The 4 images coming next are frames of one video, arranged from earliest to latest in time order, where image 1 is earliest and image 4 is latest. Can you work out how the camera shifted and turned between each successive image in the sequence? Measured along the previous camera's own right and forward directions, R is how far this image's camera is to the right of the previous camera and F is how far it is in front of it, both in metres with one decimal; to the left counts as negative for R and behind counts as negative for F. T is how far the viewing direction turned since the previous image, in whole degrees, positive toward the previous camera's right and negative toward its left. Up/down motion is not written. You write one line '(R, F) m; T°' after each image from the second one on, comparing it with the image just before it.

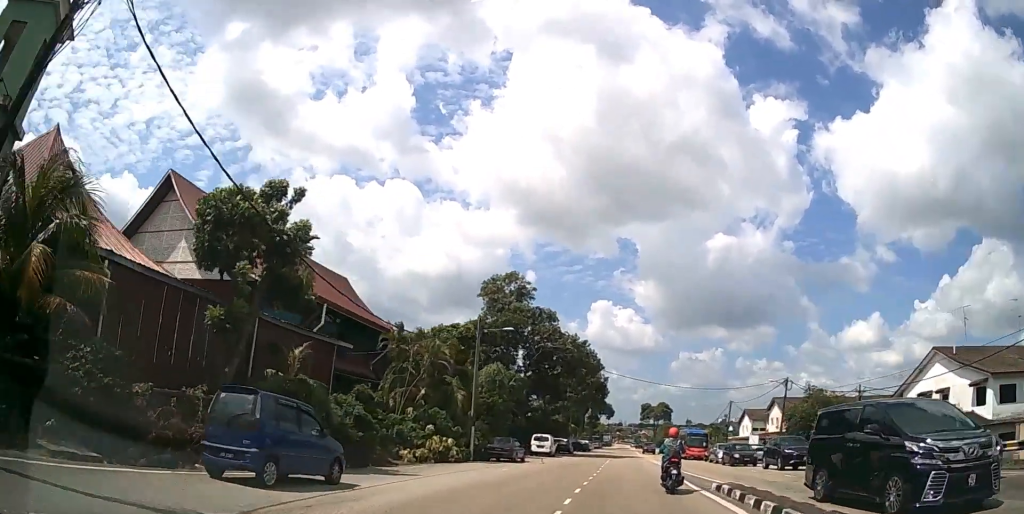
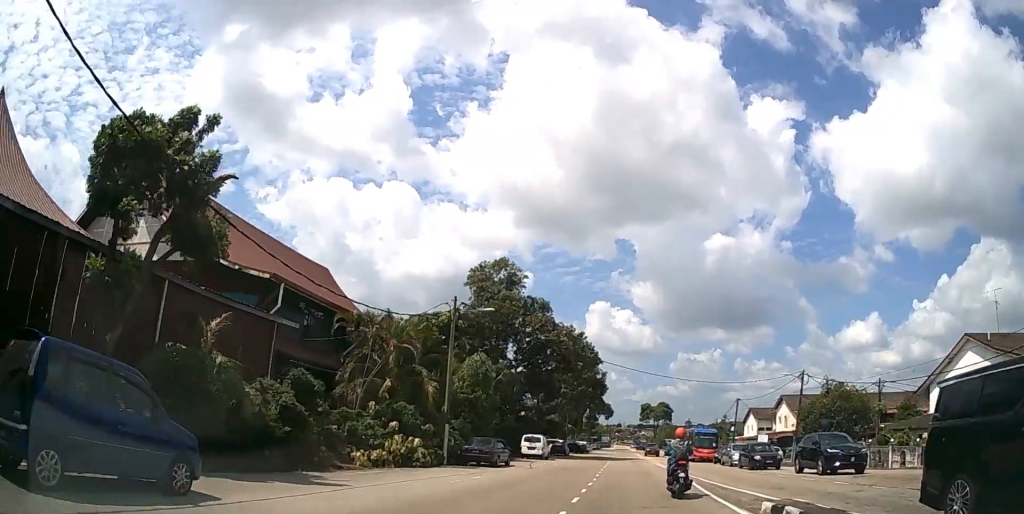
(0.0, +5.4) m; 0°
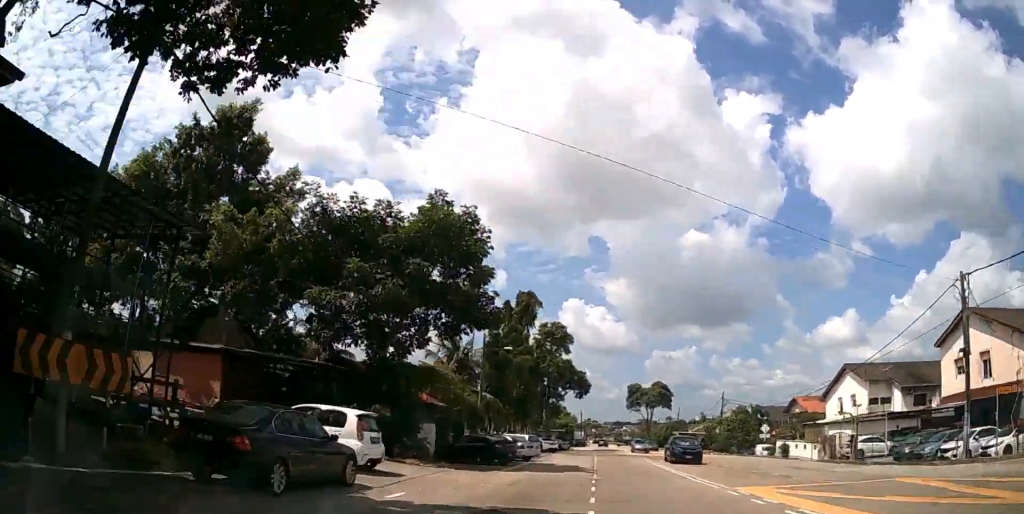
(+0.5, +52.3) m; +2°
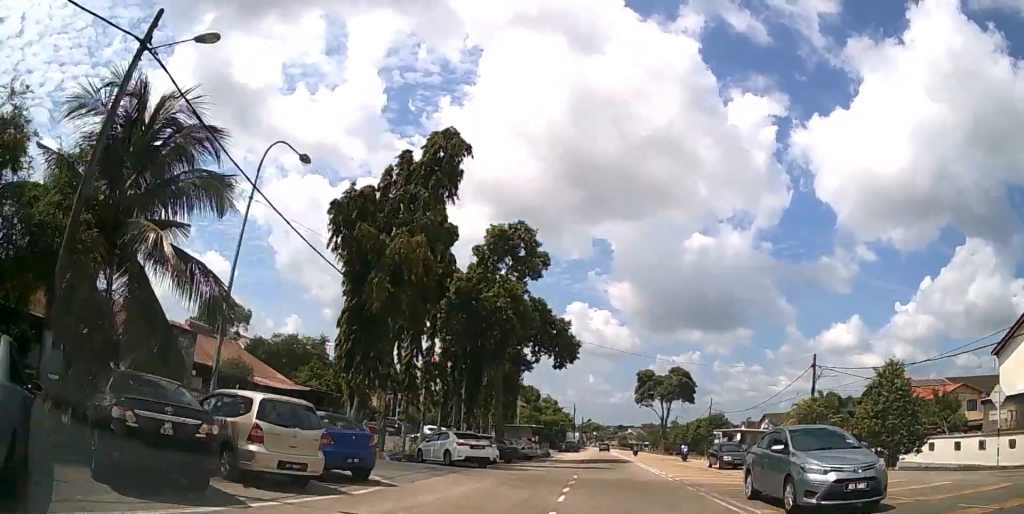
(+0.1, +30.9) m; 0°
